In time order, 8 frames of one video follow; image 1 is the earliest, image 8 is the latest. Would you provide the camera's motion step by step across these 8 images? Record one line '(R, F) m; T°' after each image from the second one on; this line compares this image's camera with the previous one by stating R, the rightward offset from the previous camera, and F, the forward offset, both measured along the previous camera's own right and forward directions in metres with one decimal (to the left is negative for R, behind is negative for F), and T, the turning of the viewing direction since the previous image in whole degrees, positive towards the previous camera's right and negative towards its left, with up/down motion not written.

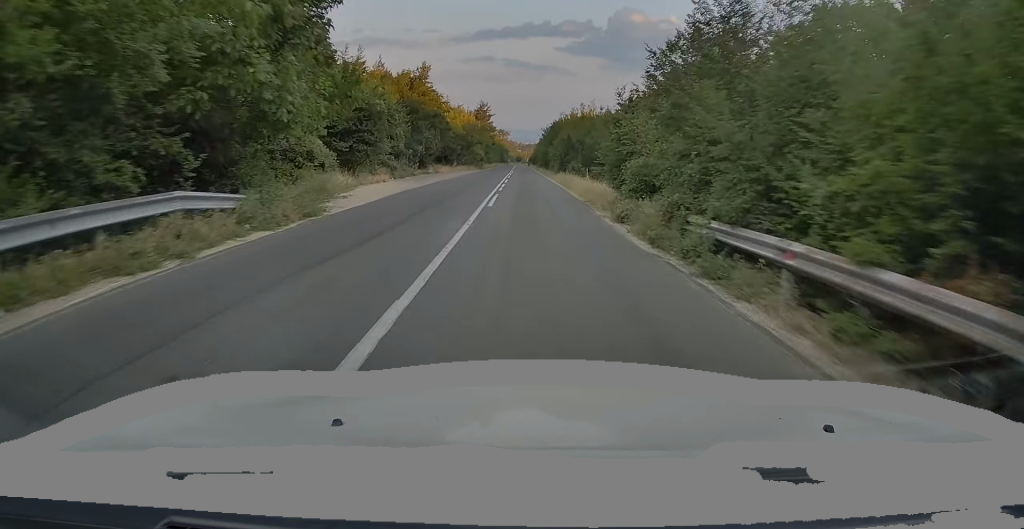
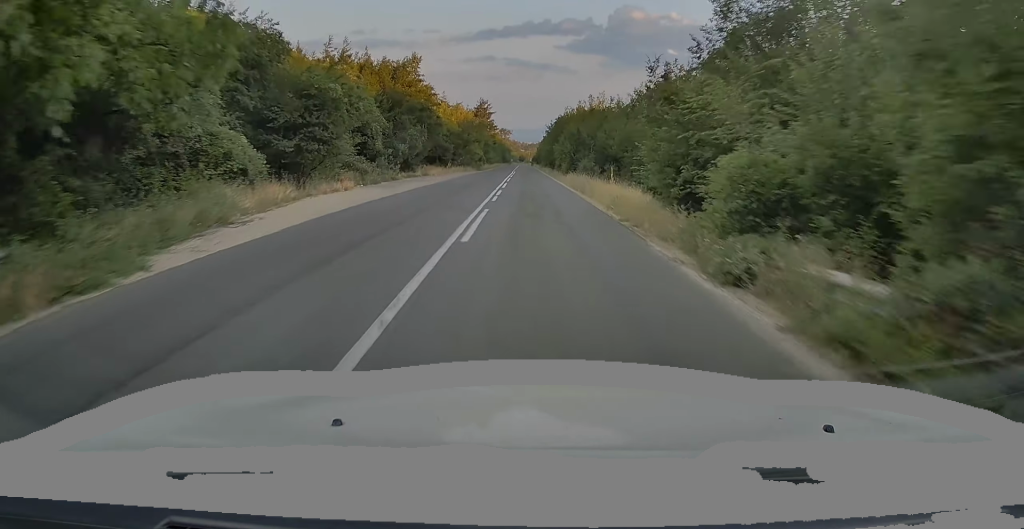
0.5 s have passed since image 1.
(0.0, +7.6) m; +1°
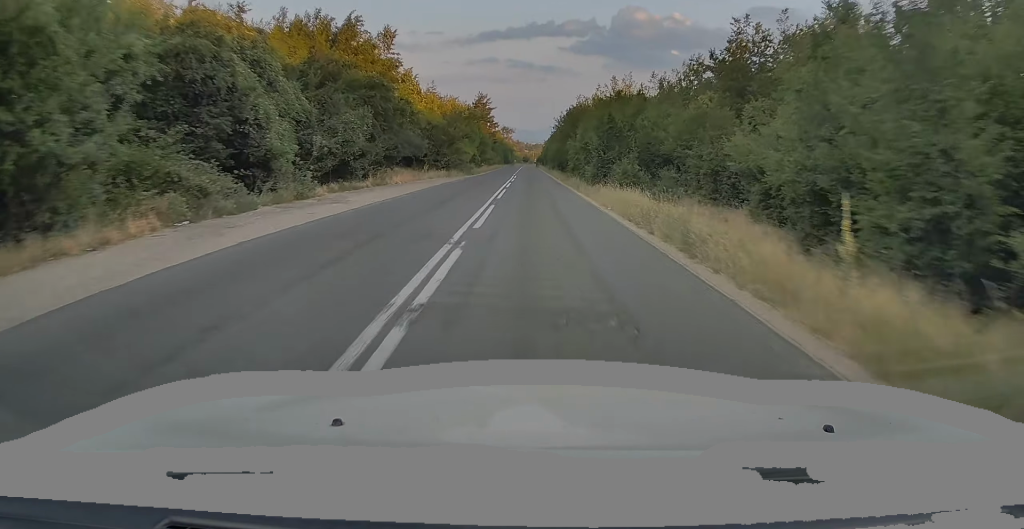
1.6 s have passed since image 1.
(+0.2, +15.9) m; +1°
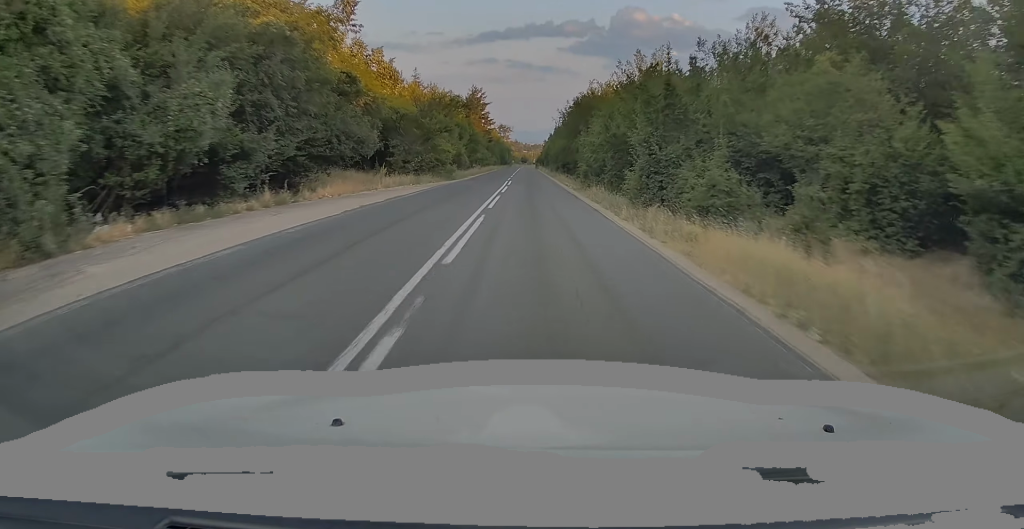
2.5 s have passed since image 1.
(+0.1, +12.8) m; +1°
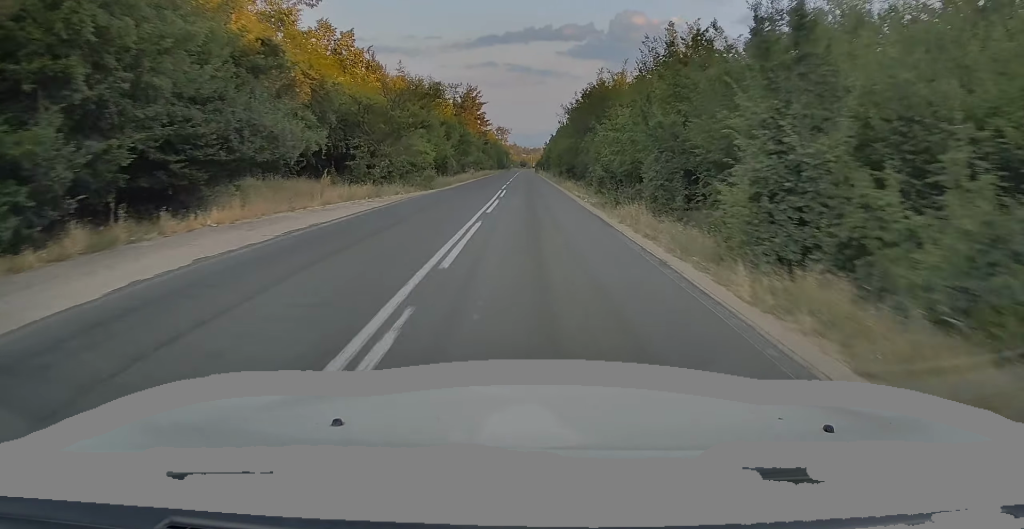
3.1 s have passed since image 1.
(+0.1, +9.0) m; 0°
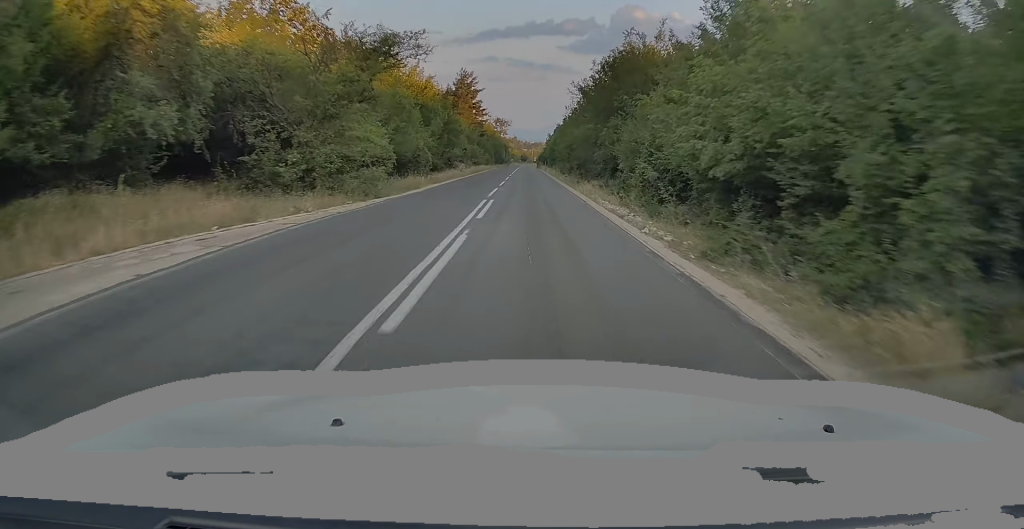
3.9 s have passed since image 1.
(-0.1, +12.0) m; -1°
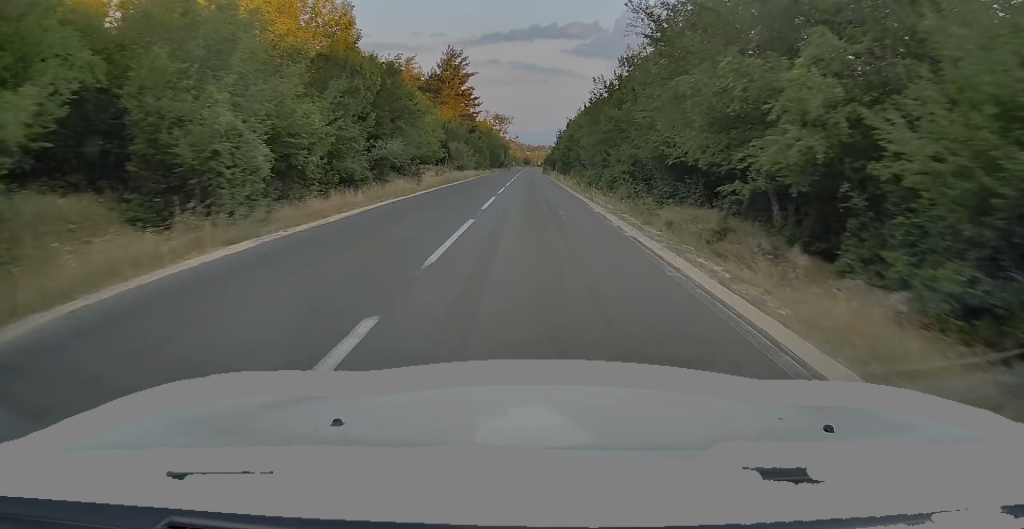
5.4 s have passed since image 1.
(-0.4, +22.6) m; -1°
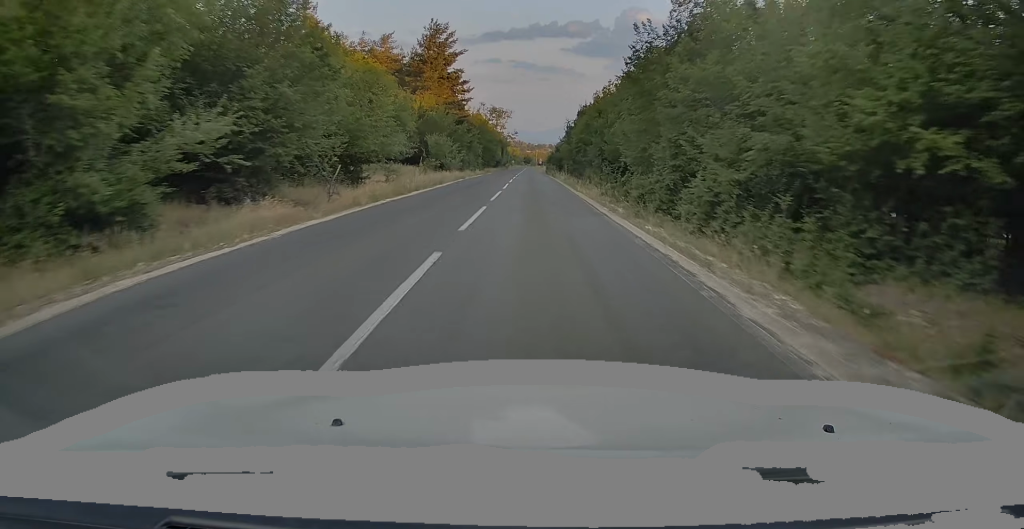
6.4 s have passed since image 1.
(+0.1, +14.5) m; 0°
